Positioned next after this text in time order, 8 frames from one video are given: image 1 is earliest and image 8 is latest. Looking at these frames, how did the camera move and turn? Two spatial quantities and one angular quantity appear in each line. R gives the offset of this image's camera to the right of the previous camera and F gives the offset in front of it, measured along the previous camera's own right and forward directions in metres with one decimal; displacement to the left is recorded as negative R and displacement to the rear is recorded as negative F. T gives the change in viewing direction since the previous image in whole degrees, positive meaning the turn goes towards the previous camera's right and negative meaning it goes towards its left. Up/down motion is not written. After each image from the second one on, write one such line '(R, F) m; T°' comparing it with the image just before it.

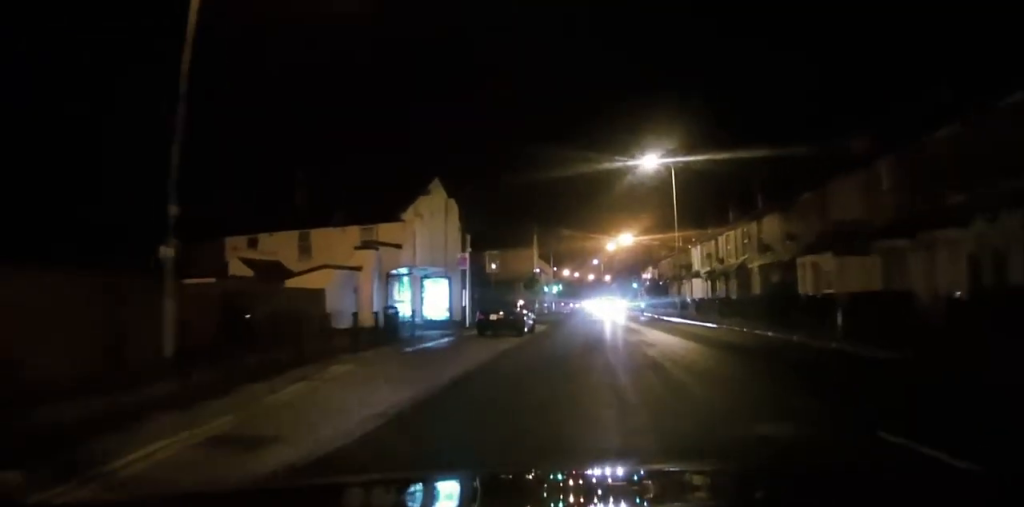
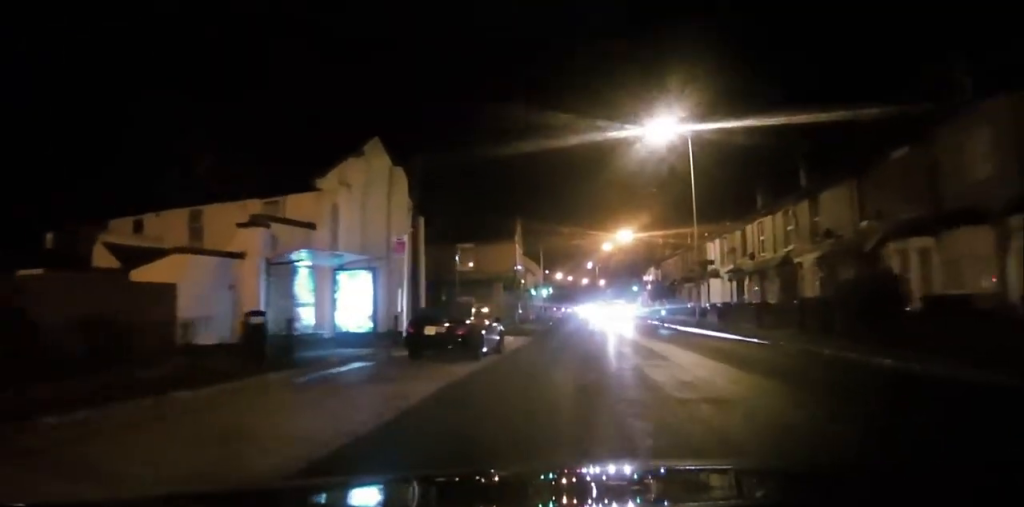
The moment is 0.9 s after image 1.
(-0.5, +9.7) m; -2°
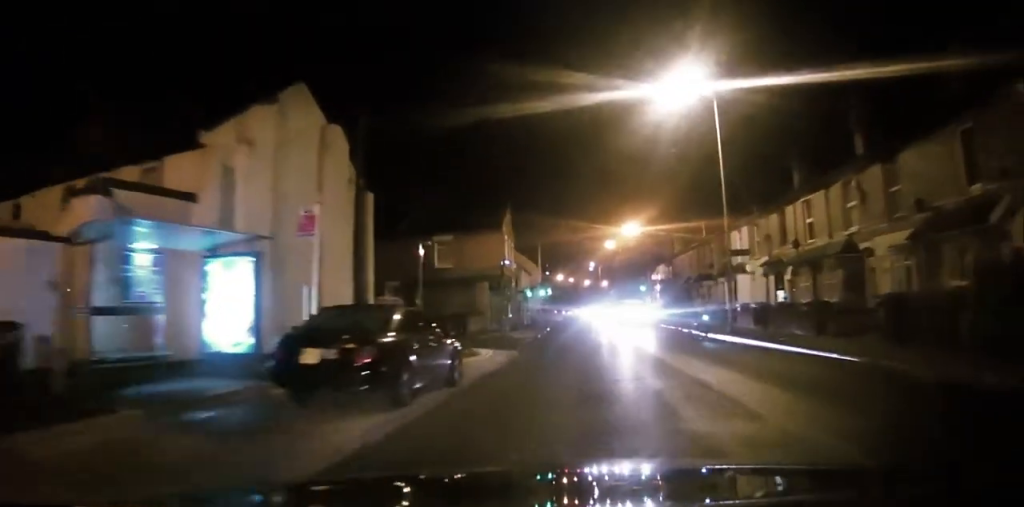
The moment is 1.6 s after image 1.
(-0.1, +7.2) m; 0°
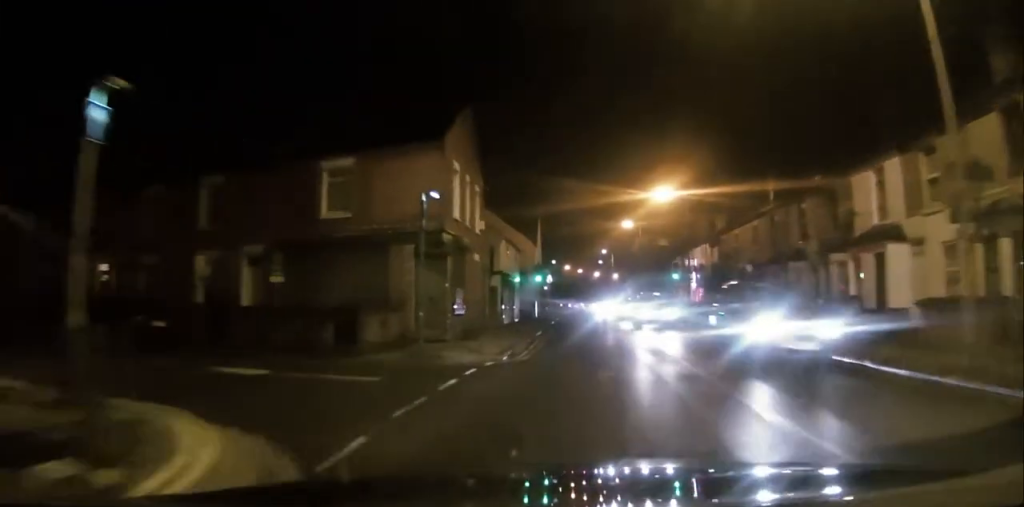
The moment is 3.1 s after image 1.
(+0.4, +17.4) m; +1°
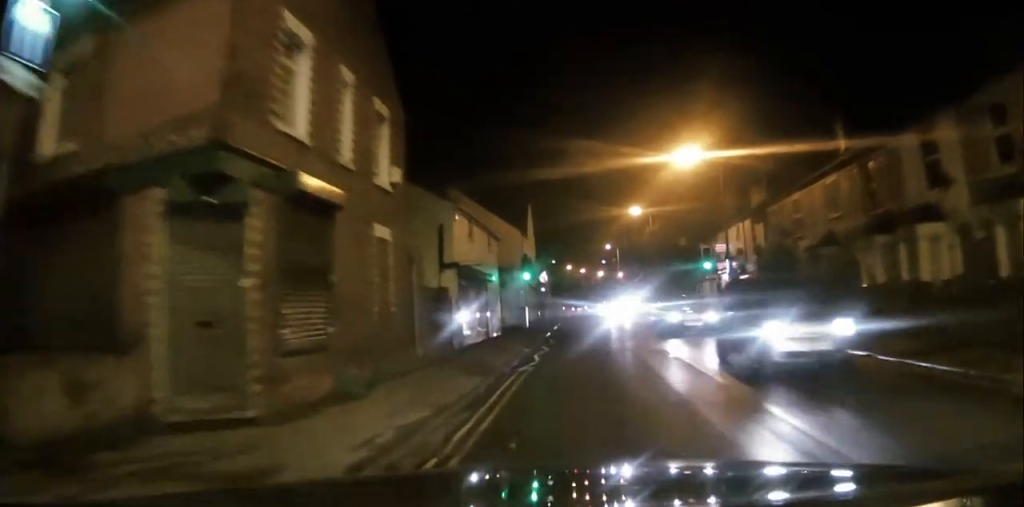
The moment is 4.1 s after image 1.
(0.0, +11.4) m; 0°
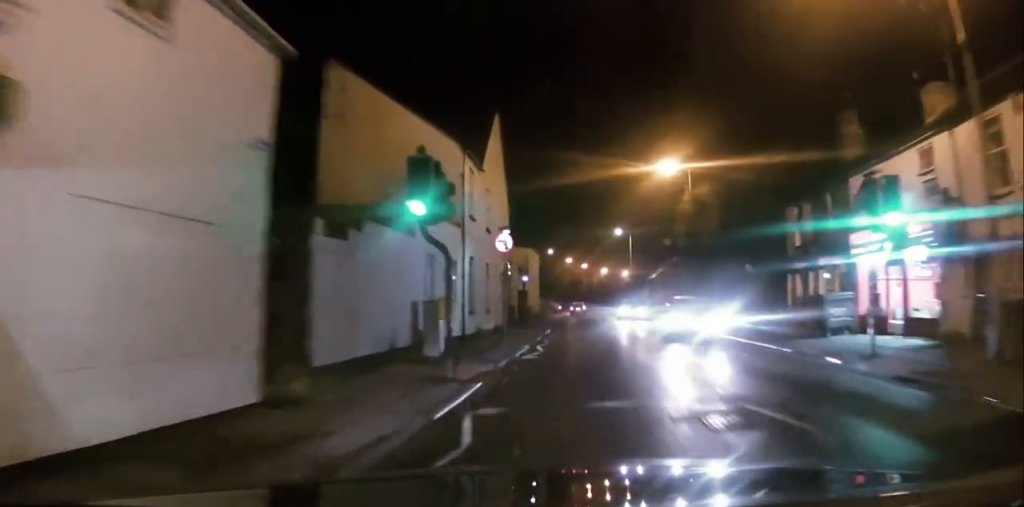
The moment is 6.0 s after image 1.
(0.0, +22.9) m; 0°
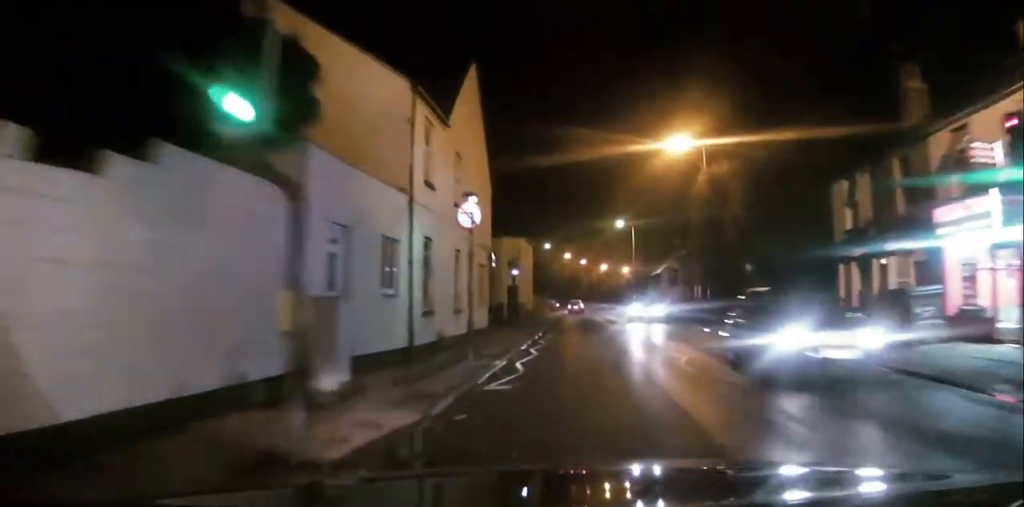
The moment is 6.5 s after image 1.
(0.0, +6.2) m; 0°
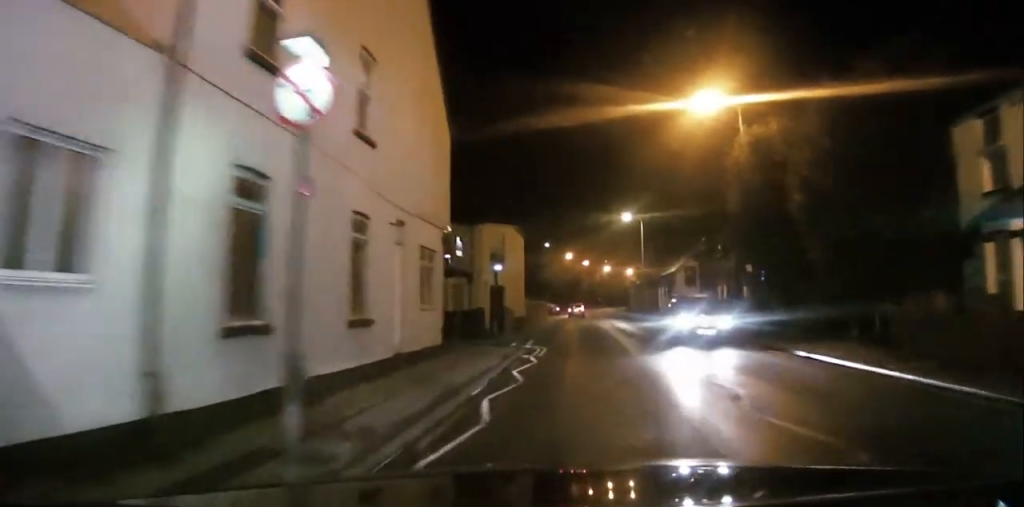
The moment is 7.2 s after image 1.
(0.0, +9.1) m; 0°
